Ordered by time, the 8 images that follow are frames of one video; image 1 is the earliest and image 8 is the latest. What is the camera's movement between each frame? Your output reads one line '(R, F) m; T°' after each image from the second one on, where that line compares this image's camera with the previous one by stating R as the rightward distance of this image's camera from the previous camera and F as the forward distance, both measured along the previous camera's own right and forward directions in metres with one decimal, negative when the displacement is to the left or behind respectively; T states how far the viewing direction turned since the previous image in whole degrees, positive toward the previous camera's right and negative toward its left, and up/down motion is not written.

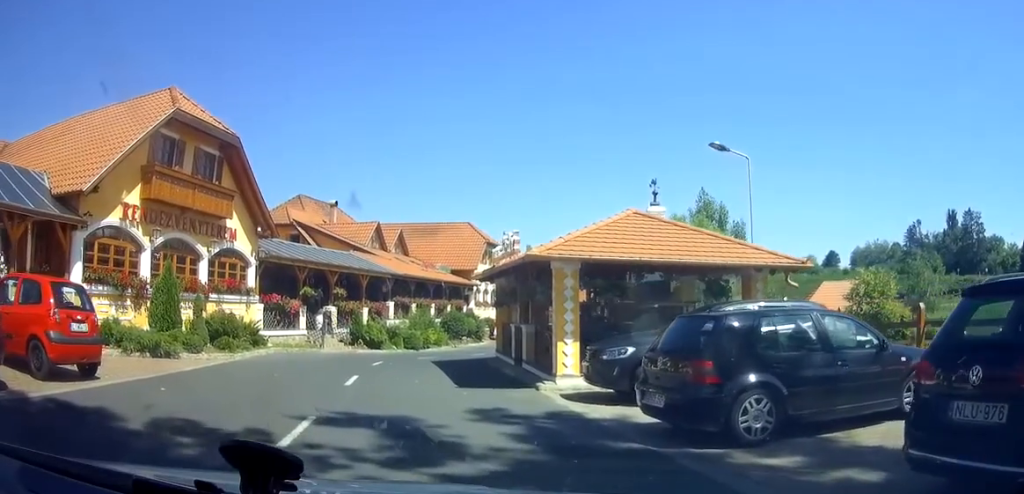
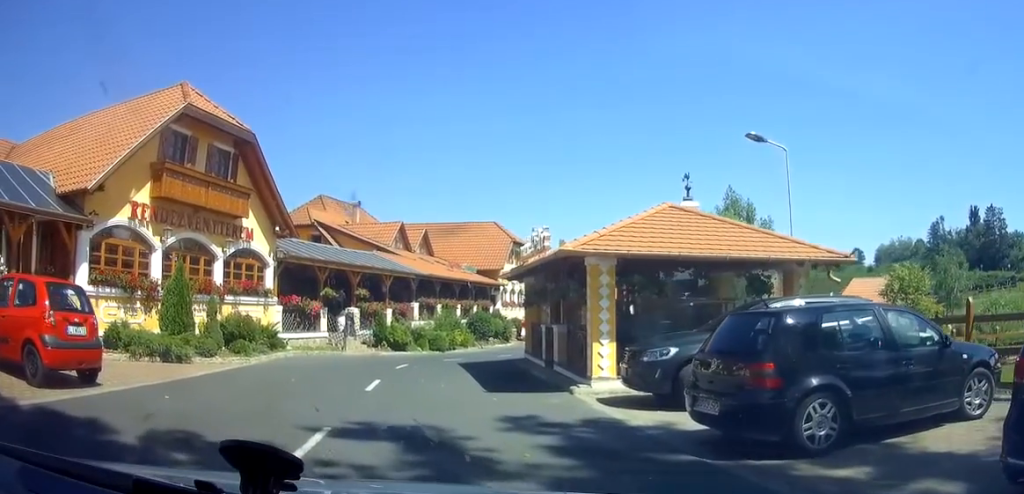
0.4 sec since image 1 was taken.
(-0.1, +1.1) m; -2°
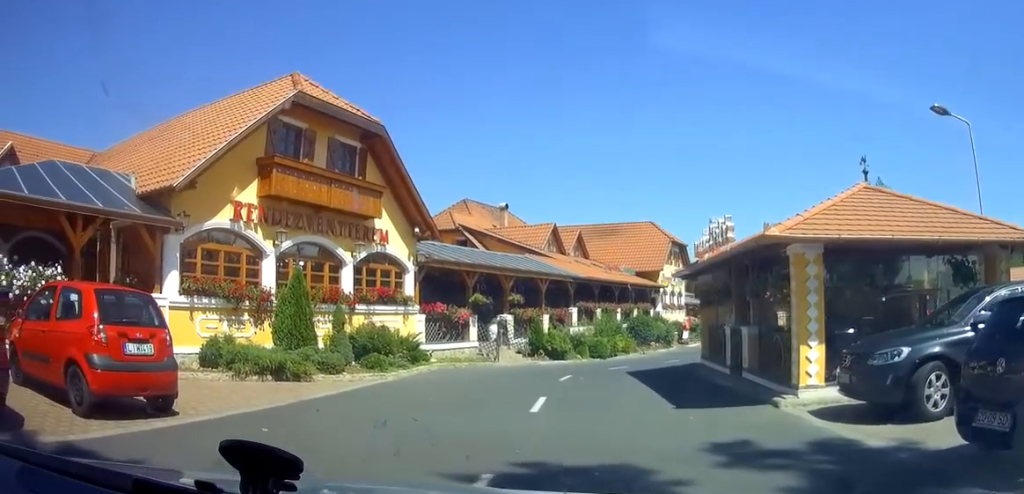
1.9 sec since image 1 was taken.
(0.0, +3.5) m; -1°
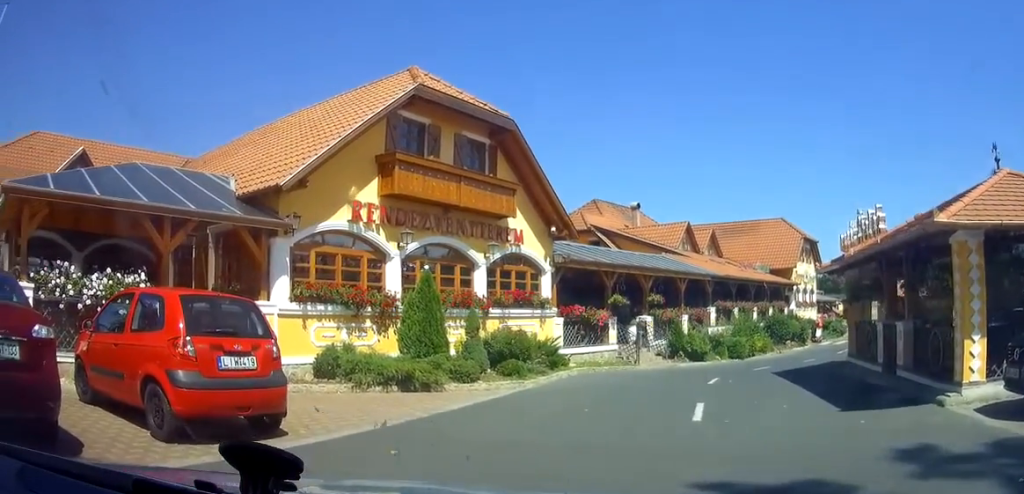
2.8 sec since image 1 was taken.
(0.0, +1.5) m; -6°
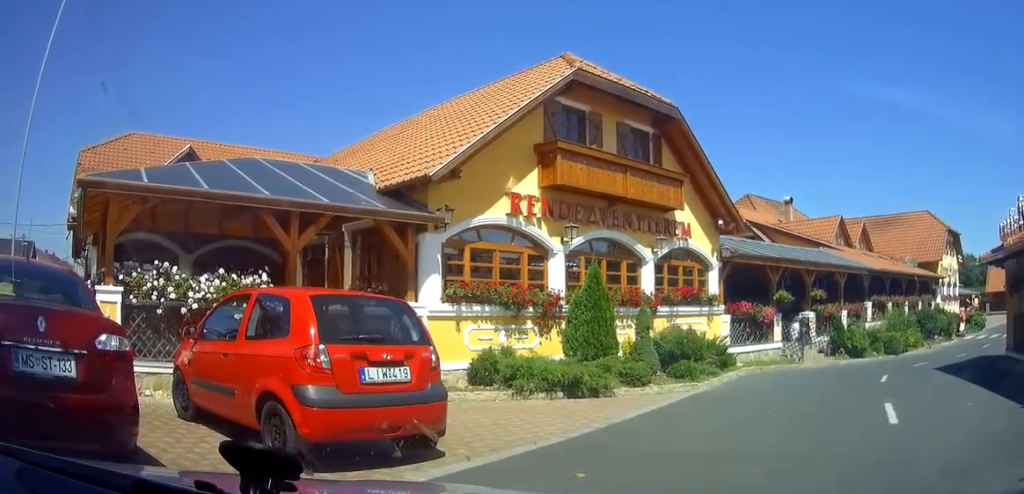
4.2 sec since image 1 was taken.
(-0.2, +2.0) m; -2°
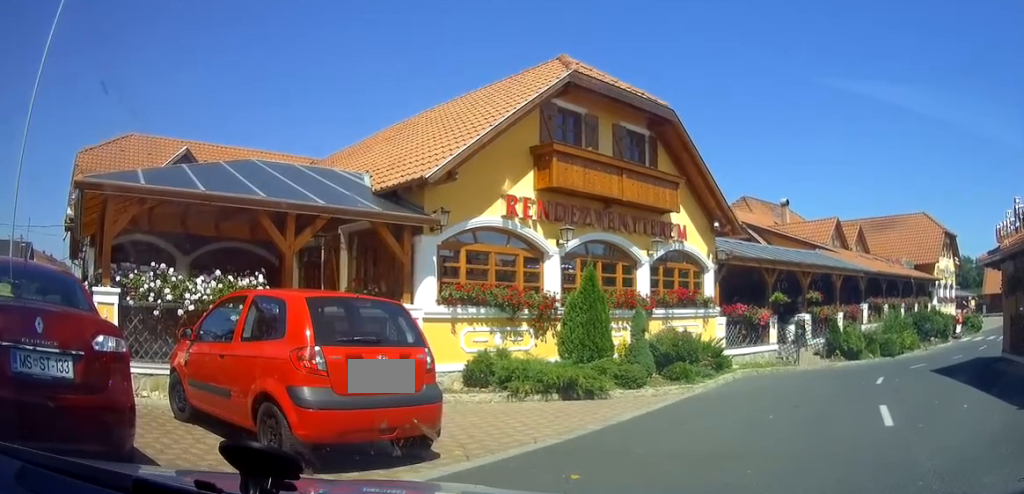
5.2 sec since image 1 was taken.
(+0.1, +0.9) m; 0°
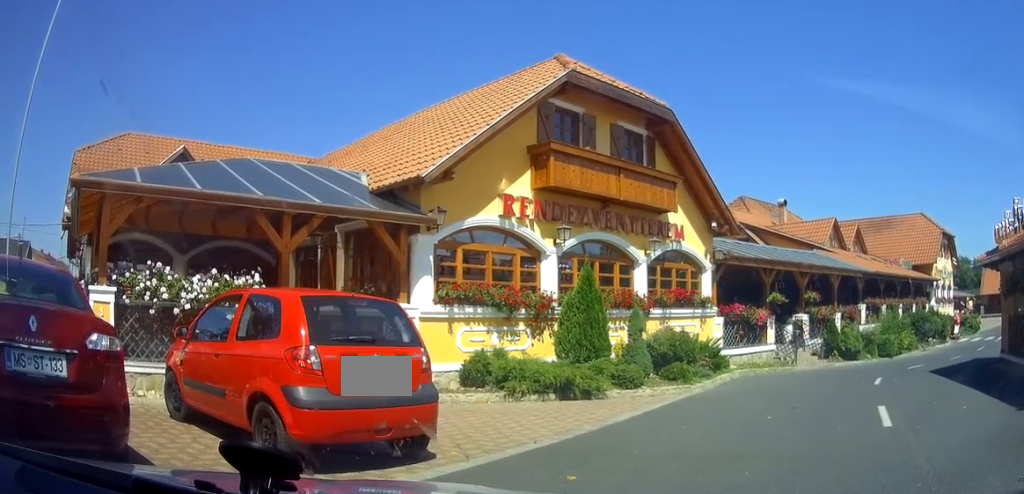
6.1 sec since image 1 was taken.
(+0.1, +0.5) m; 0°
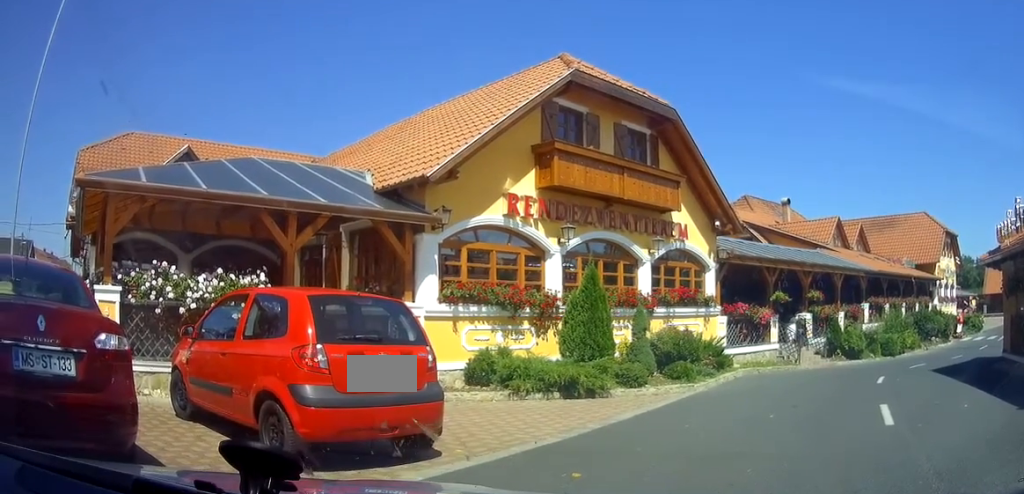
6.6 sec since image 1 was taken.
(0.0, +0.2) m; 0°
